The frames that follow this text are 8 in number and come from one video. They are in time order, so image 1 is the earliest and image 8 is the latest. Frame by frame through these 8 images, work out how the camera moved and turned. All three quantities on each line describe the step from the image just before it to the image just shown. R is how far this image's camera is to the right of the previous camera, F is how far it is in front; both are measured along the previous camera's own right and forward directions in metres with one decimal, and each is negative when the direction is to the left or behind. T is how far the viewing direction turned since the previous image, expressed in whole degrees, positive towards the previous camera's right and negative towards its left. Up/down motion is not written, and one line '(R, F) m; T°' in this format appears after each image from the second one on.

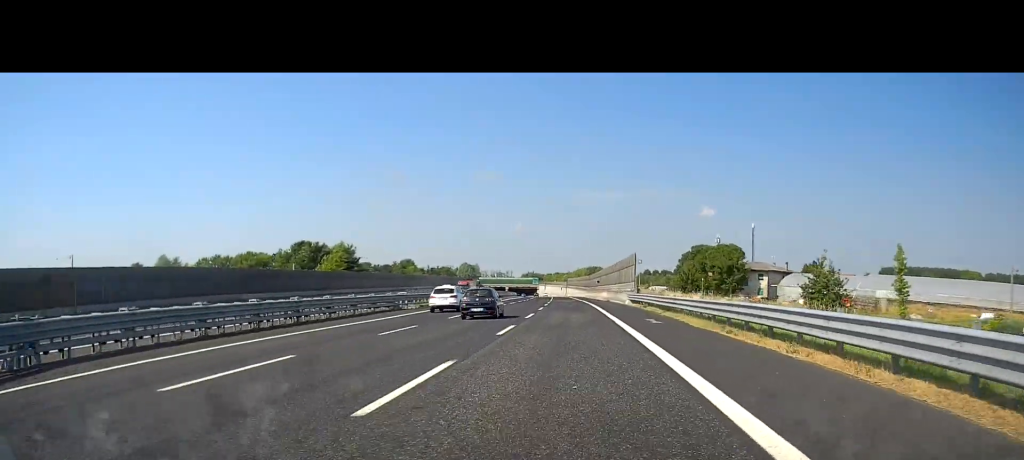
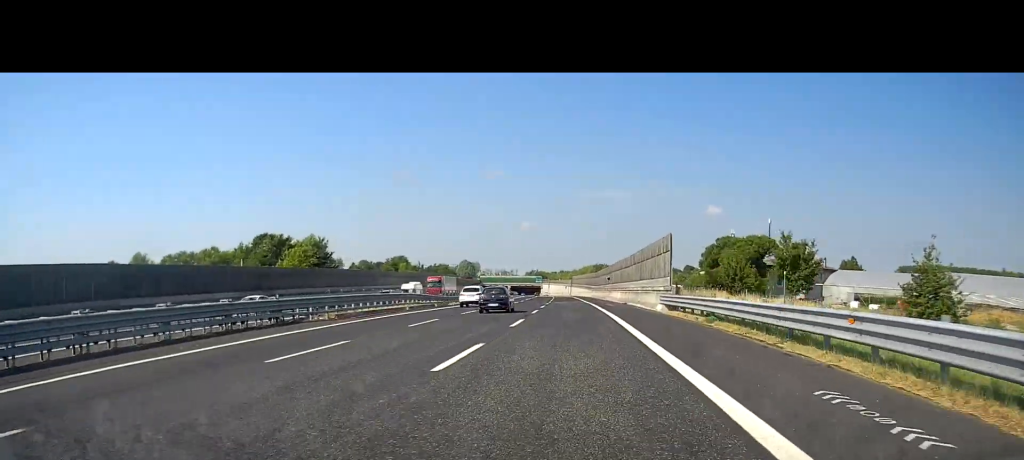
(-0.3, +19.2) m; -1°
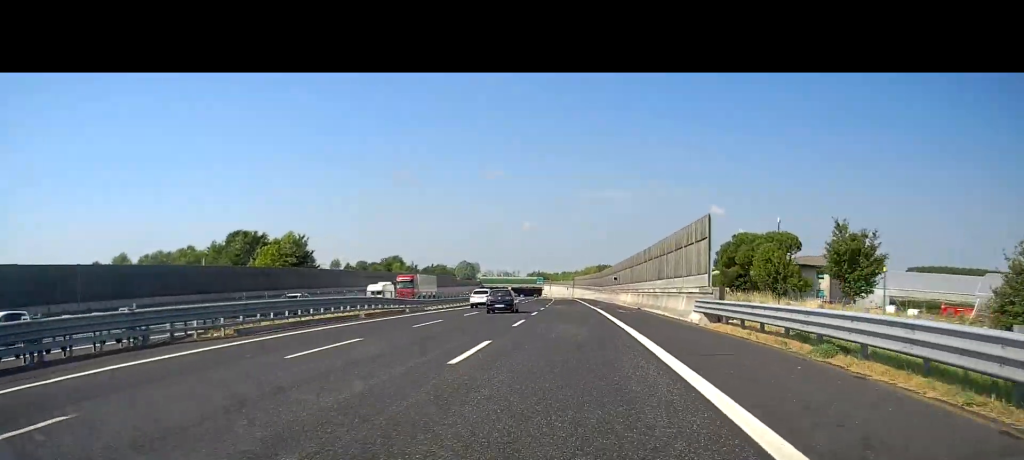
(+0.1, +10.5) m; 0°
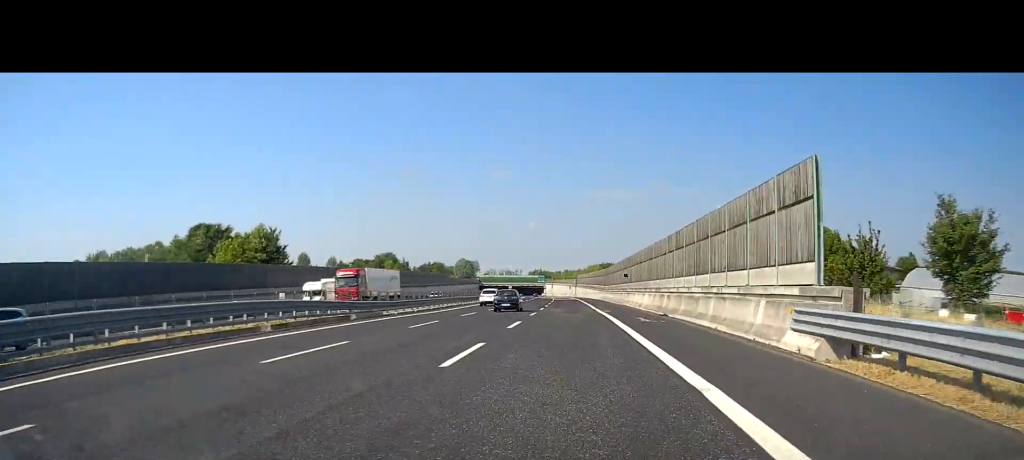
(+0.1, +12.2) m; 0°
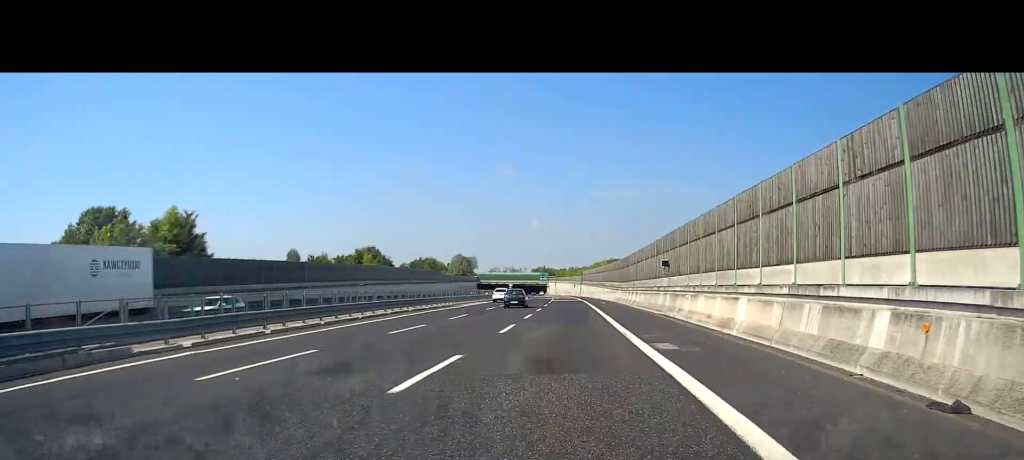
(-0.1, +25.5) m; 0°
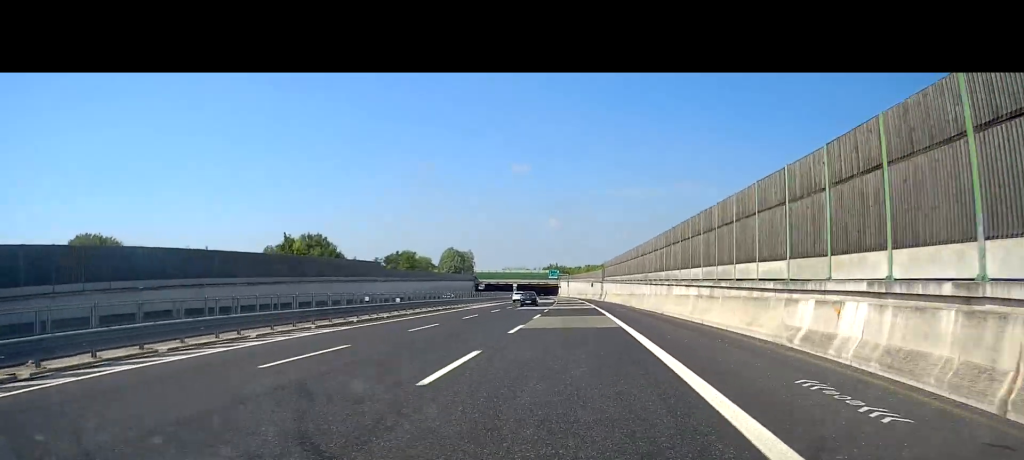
(-0.9, +56.1) m; -1°
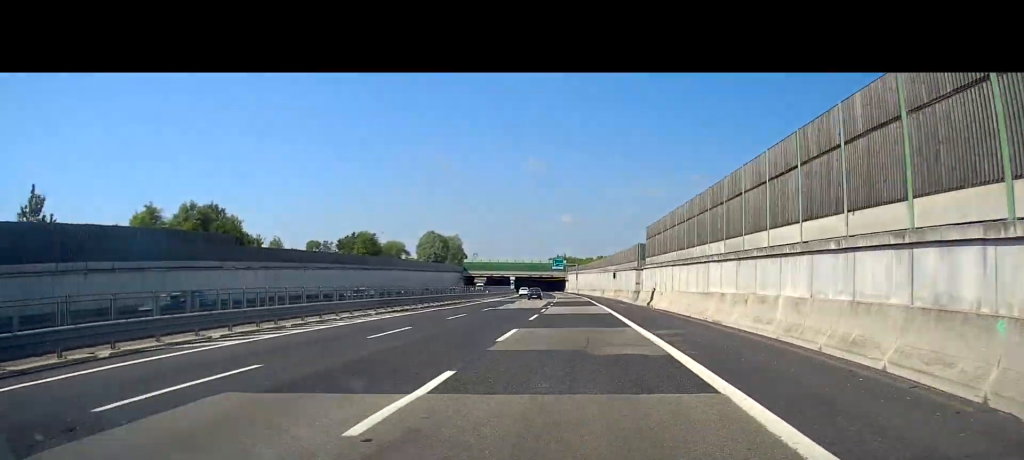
(-0.2, +52.2) m; -2°
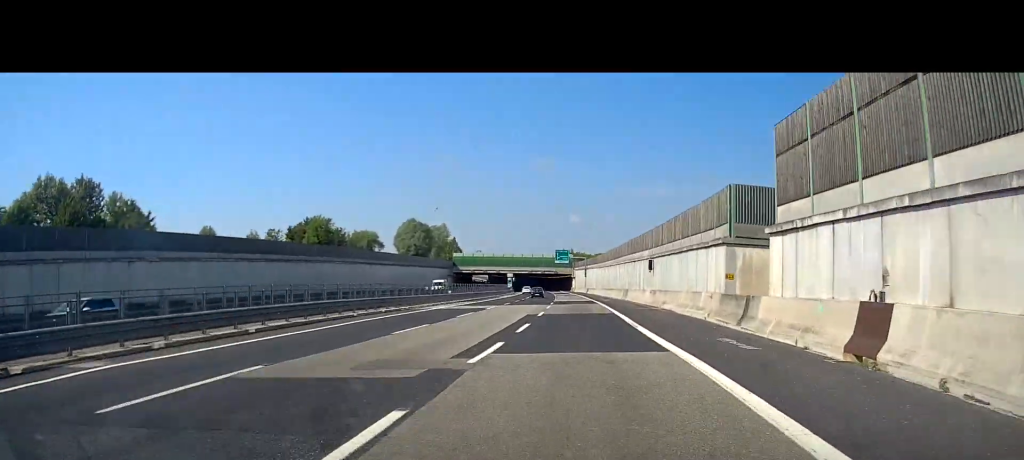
(-0.6, +34.0) m; -1°
